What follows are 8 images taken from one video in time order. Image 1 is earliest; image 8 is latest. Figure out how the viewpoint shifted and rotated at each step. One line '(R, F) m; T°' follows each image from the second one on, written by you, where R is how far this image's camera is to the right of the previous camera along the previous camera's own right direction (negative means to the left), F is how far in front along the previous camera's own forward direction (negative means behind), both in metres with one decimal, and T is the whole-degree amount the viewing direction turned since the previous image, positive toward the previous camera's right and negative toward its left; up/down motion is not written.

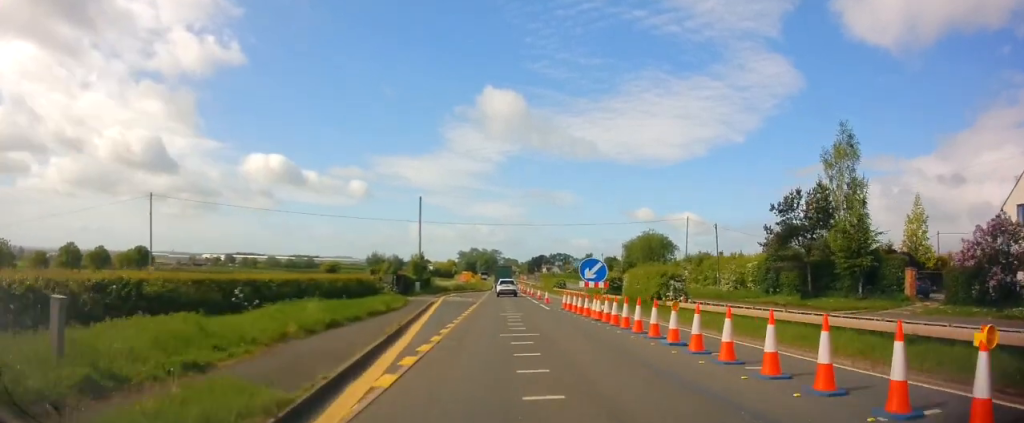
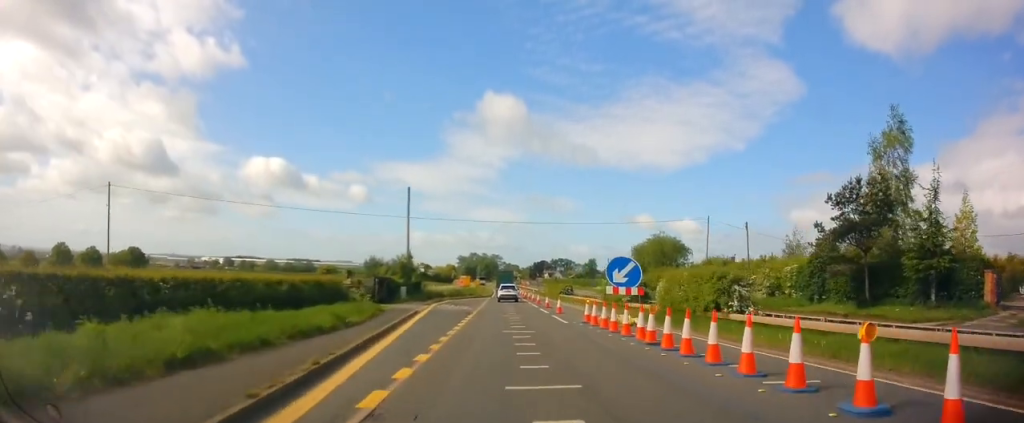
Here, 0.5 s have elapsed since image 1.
(0.0, +6.9) m; -1°
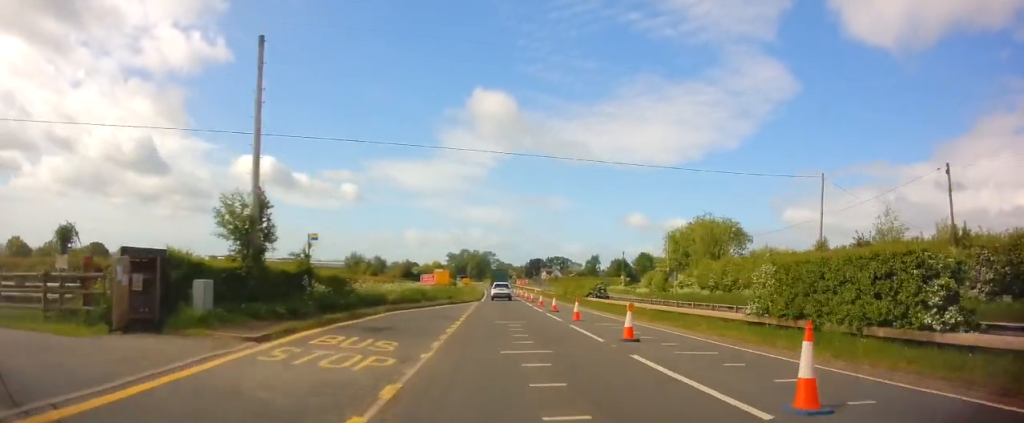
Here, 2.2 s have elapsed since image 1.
(-0.2, +25.4) m; 0°
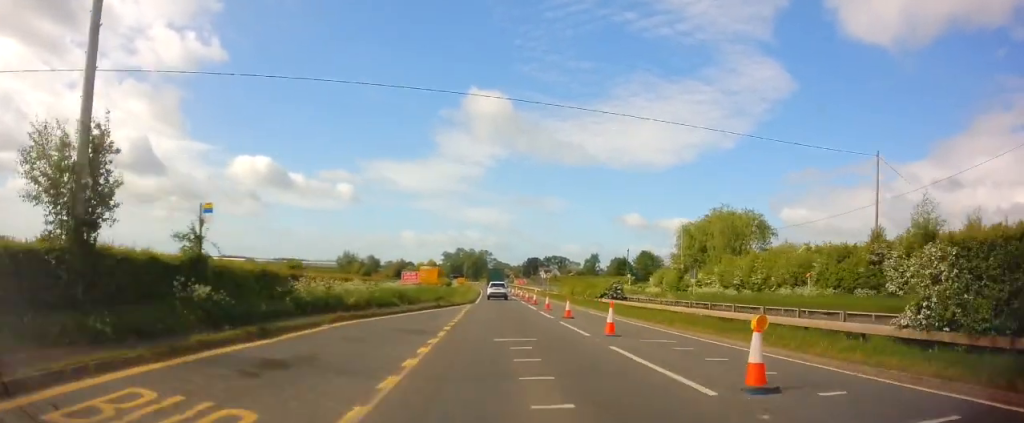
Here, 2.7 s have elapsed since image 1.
(+0.1, +7.3) m; +1°
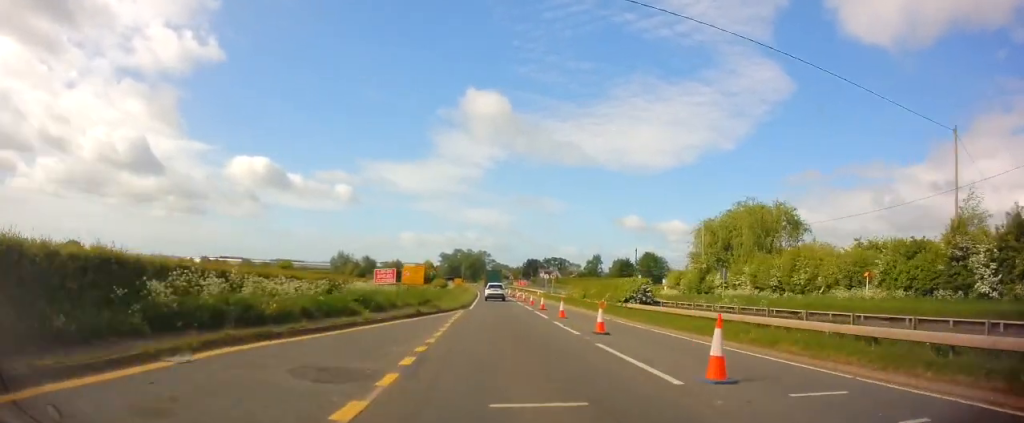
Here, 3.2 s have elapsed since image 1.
(0.0, +7.6) m; 0°
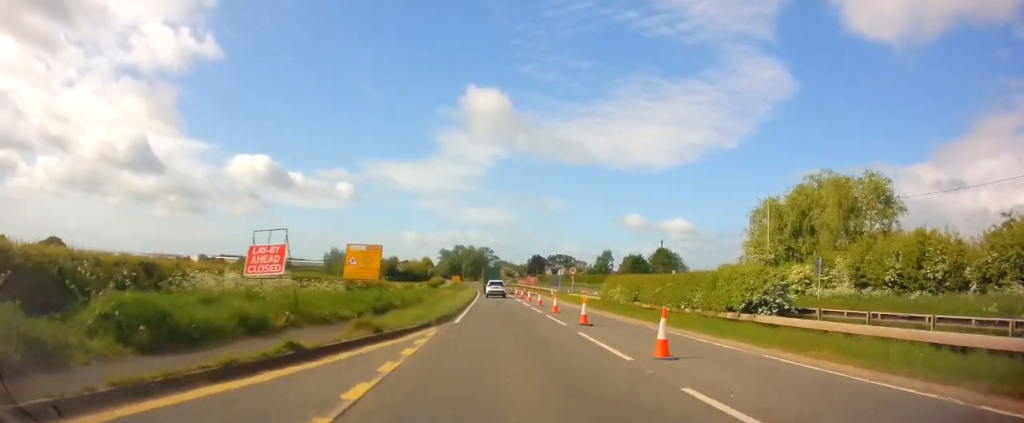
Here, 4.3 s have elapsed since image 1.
(0.0, +15.0) m; 0°
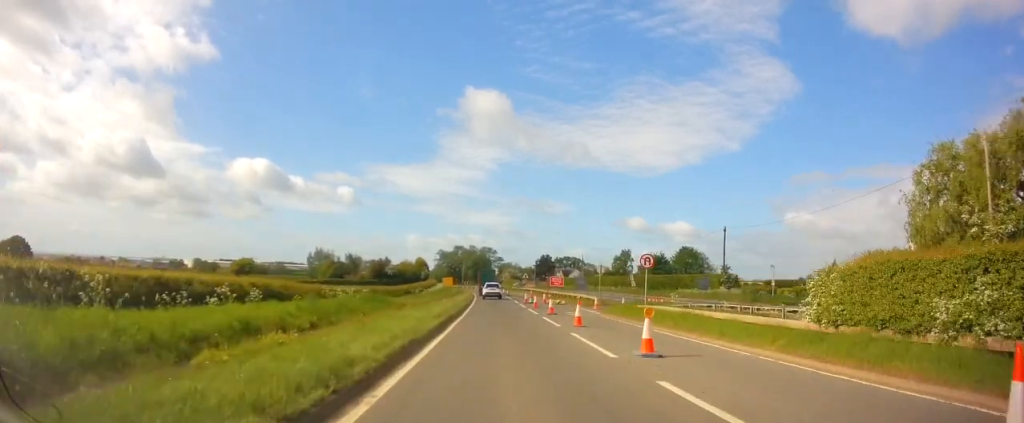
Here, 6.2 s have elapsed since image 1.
(-0.2, +25.4) m; -1°
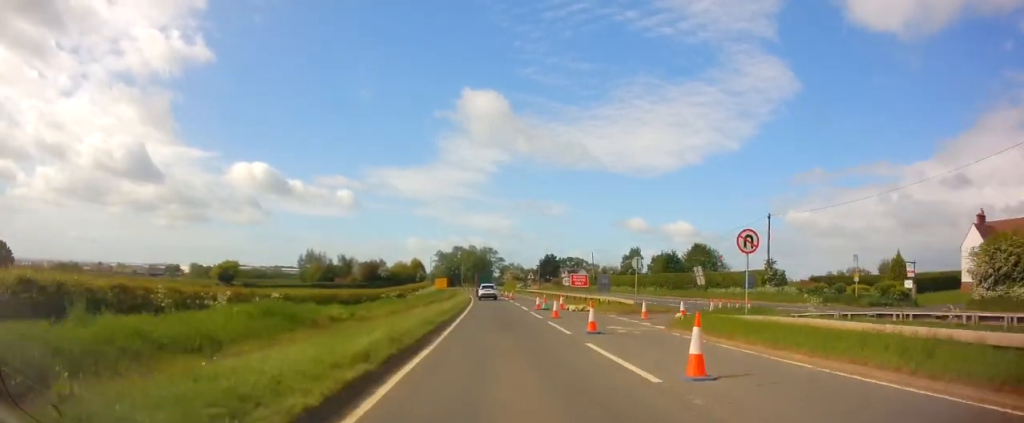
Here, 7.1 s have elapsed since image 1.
(0.0, +11.7) m; 0°
